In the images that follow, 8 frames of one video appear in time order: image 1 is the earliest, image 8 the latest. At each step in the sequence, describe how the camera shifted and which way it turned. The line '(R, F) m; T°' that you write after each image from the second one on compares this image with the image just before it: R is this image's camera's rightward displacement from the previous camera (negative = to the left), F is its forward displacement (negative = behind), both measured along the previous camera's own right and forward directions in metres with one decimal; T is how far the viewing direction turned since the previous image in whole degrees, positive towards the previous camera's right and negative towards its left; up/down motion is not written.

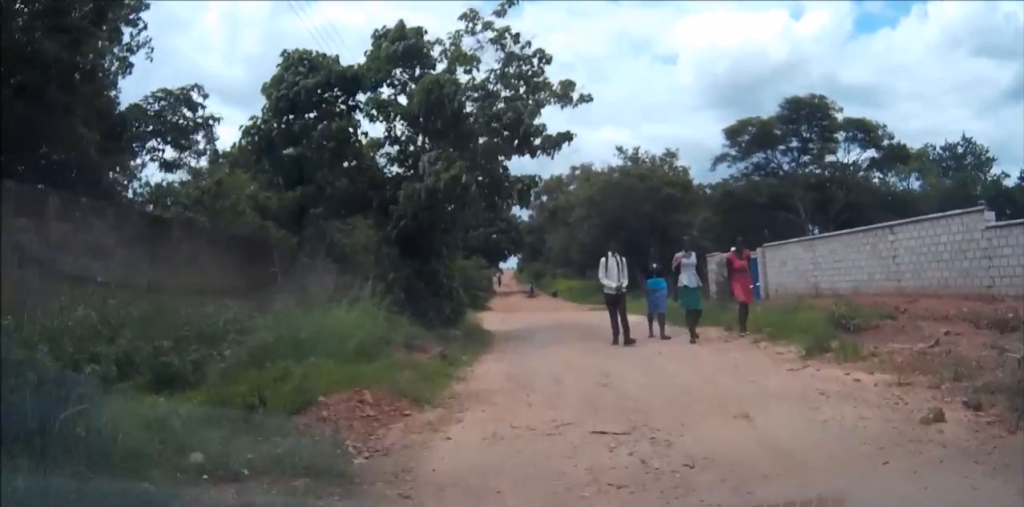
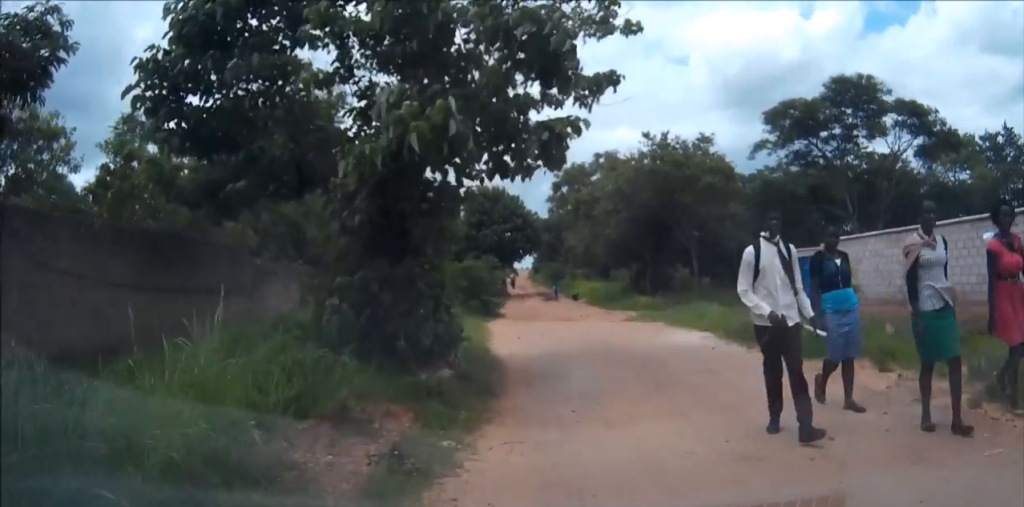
(+0.1, +5.7) m; +4°
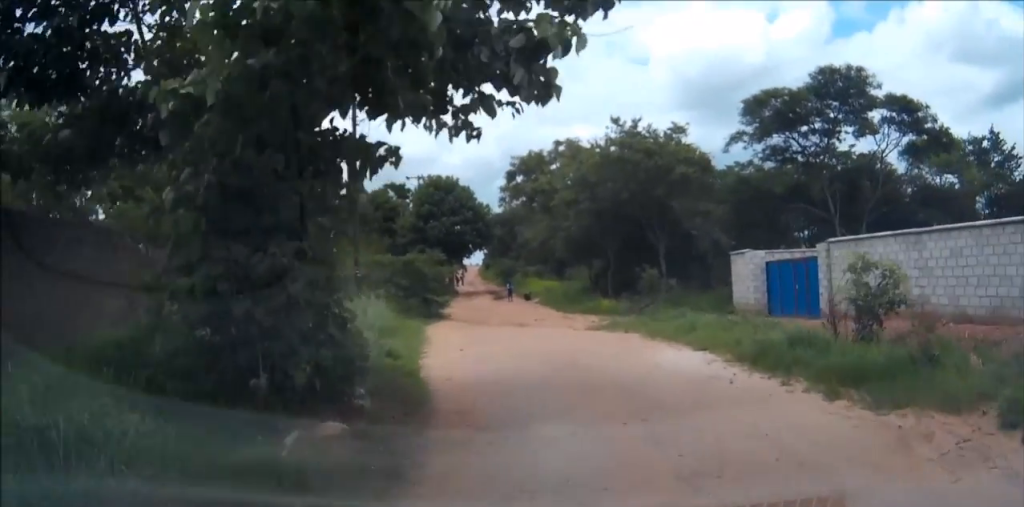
(+0.1, +3.8) m; +4°
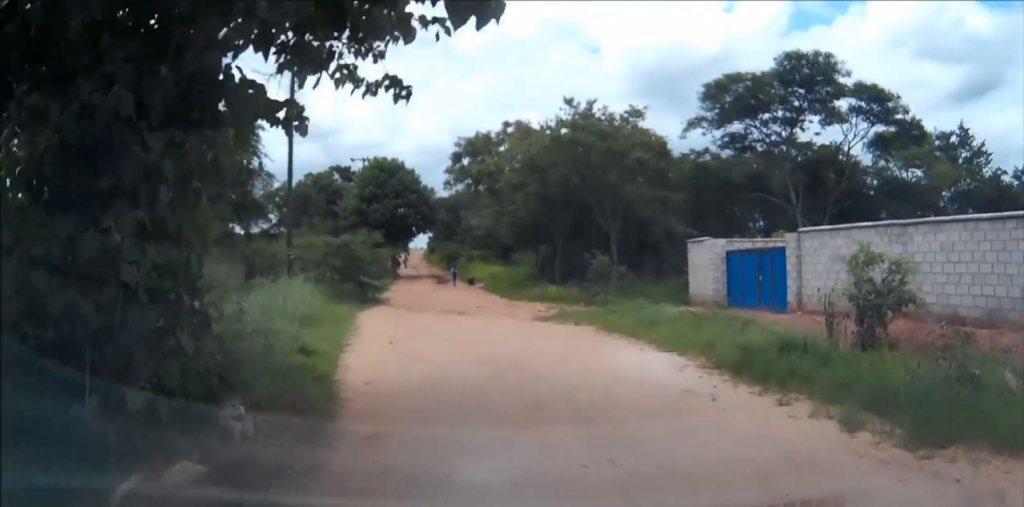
(+0.1, +1.8) m; 0°
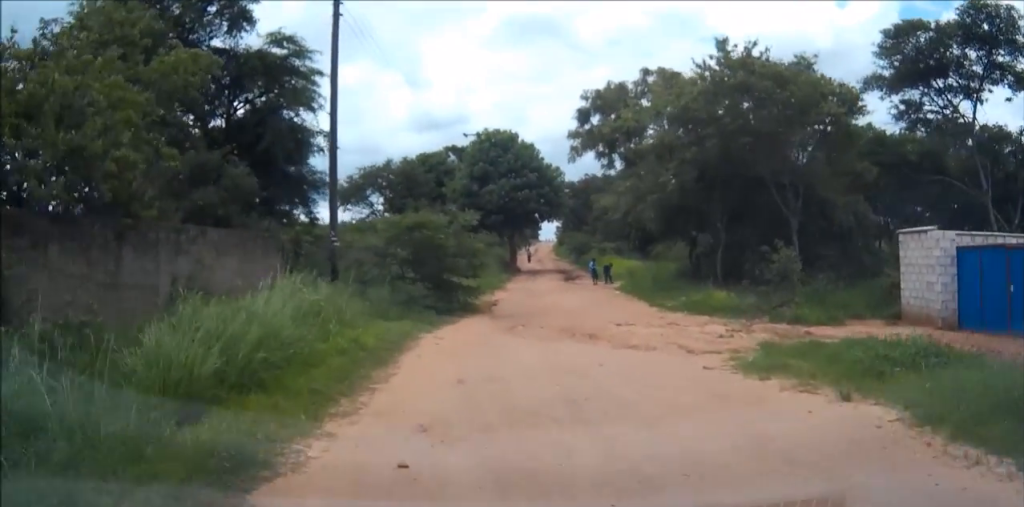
(-0.7, +8.4) m; -14°
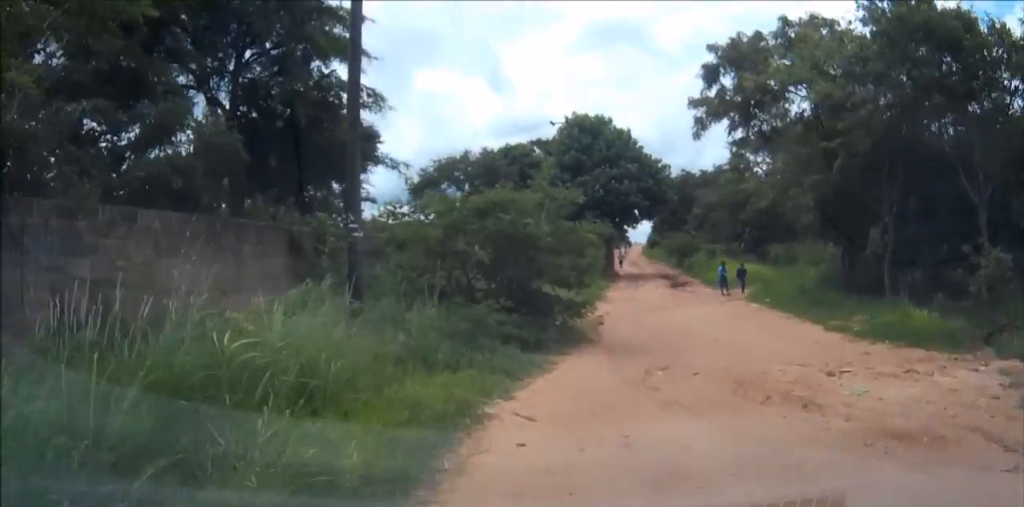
(-0.5, +6.4) m; -3°
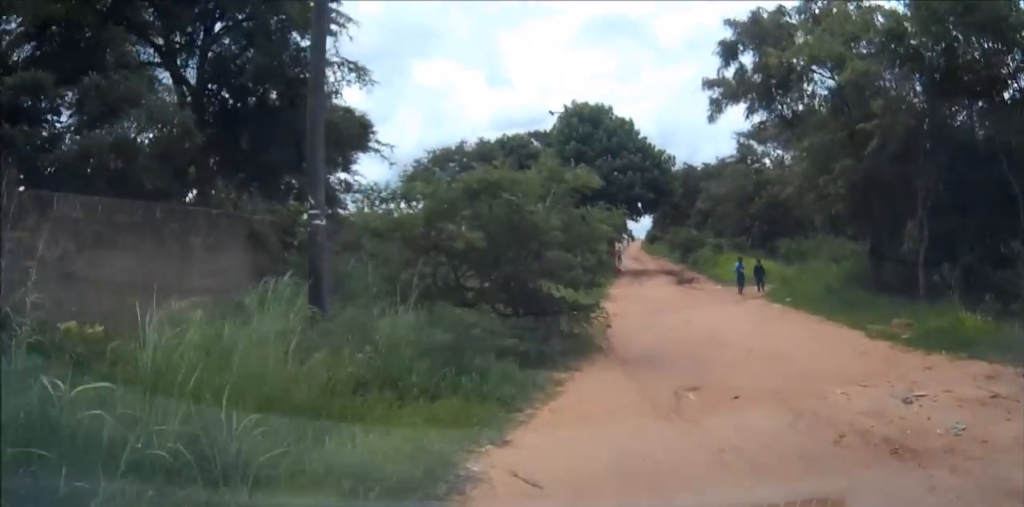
(+0.1, +1.9) m; +2°
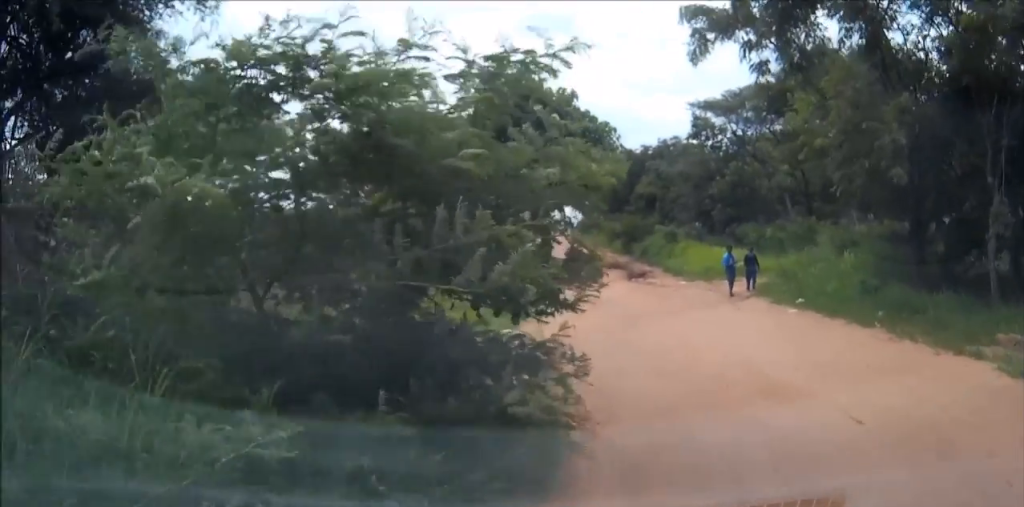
(+0.3, +5.7) m; +10°
